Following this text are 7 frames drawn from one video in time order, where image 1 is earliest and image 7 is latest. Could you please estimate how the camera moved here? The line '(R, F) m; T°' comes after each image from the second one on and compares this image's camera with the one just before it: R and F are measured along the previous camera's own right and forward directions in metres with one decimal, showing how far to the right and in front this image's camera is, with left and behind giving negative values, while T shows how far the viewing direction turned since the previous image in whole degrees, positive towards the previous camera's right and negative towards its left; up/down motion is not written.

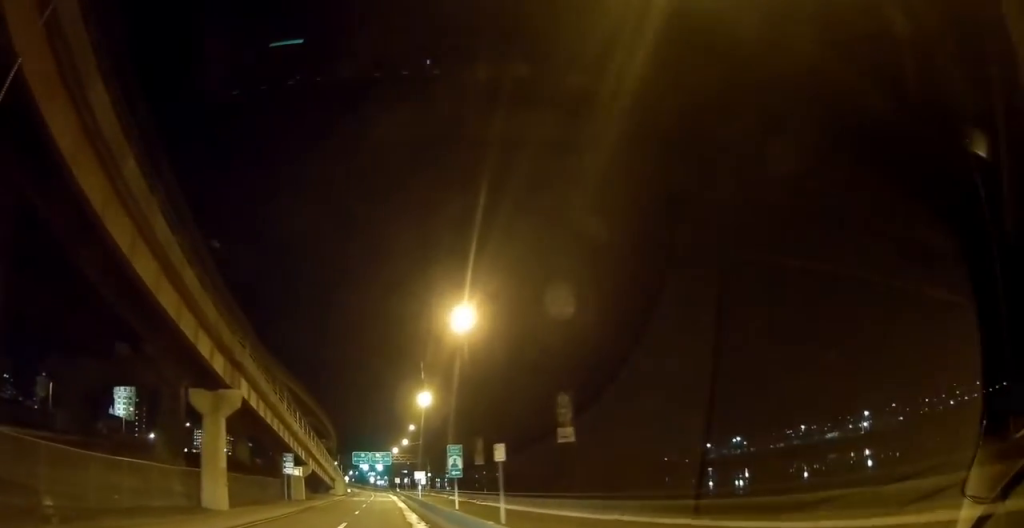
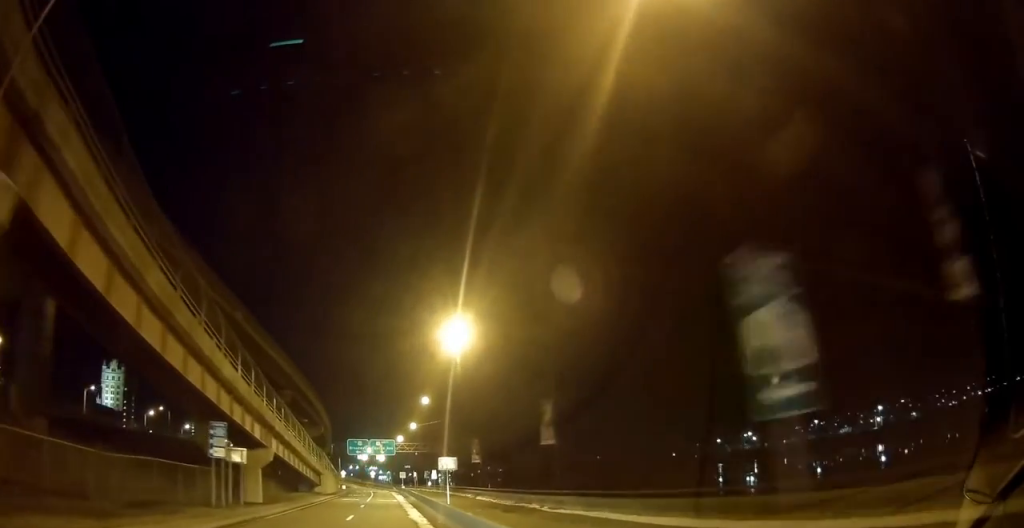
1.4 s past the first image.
(+0.8, +20.7) m; +4°
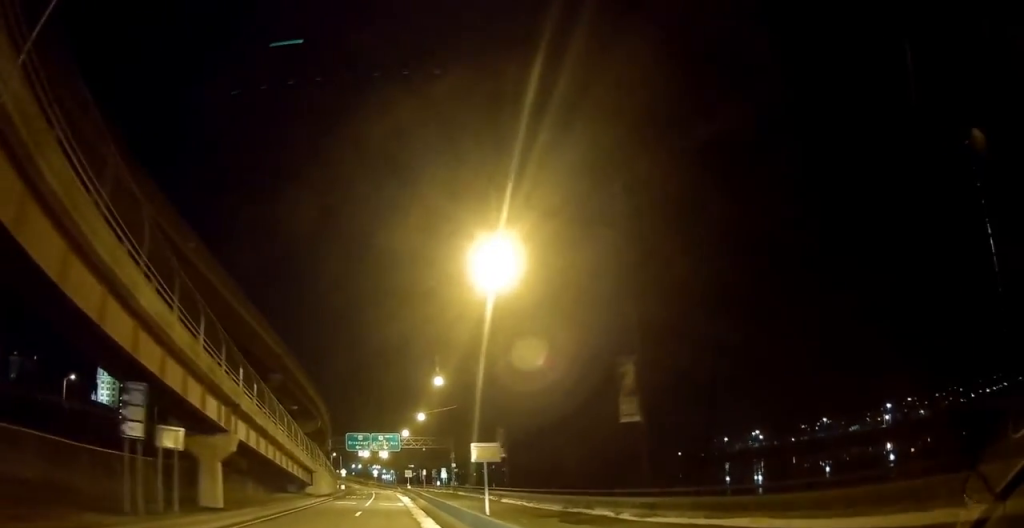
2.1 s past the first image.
(0.0, +9.9) m; 0°
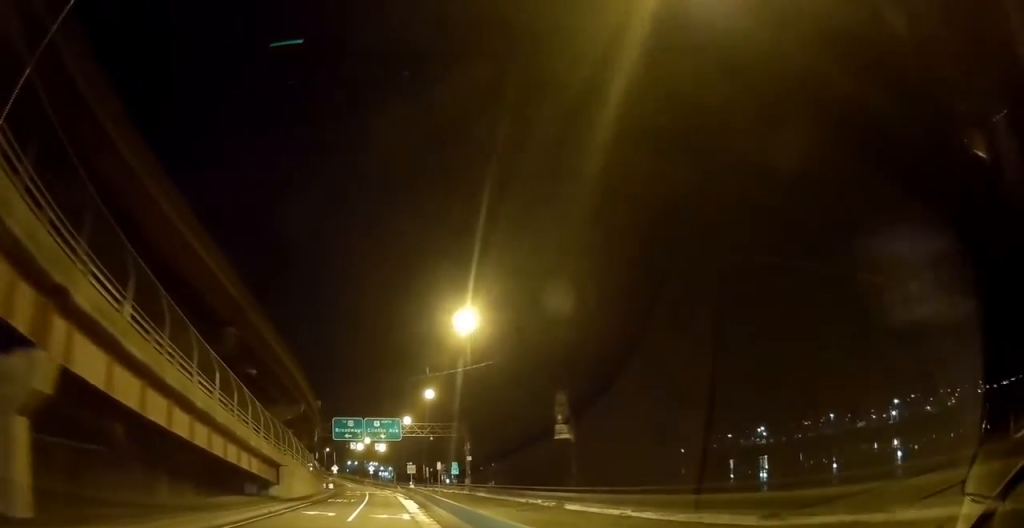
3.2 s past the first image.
(-0.3, +16.2) m; -1°
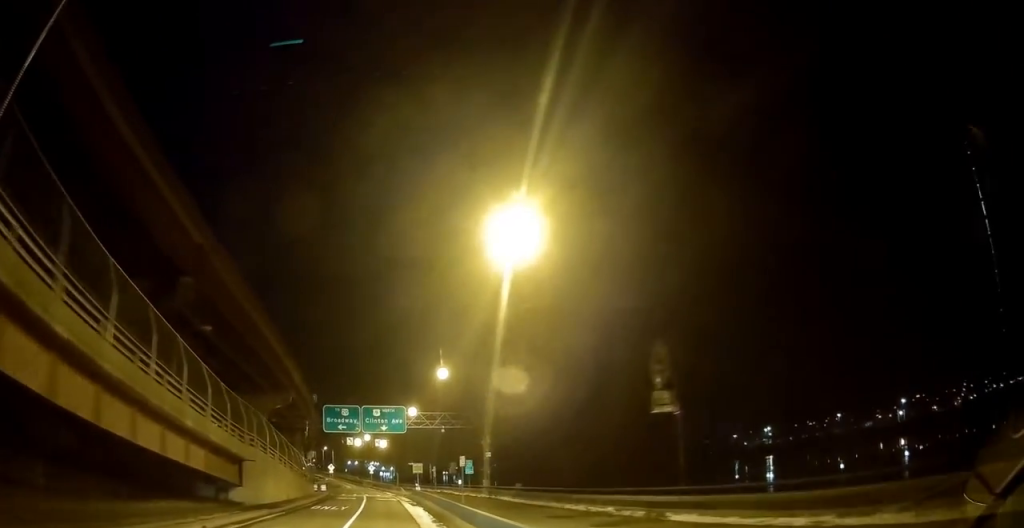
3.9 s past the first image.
(0.0, +11.0) m; 0°
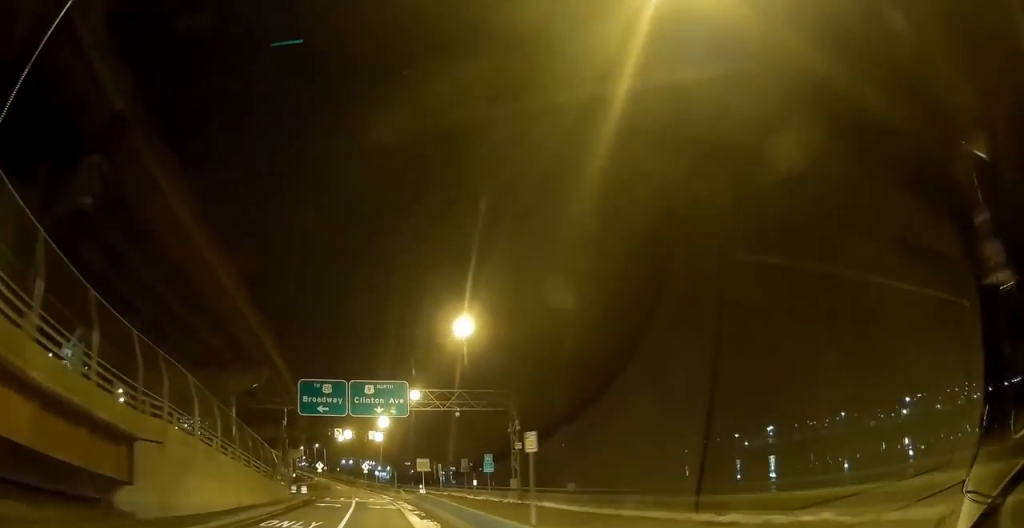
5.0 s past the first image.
(0.0, +13.5) m; -1°
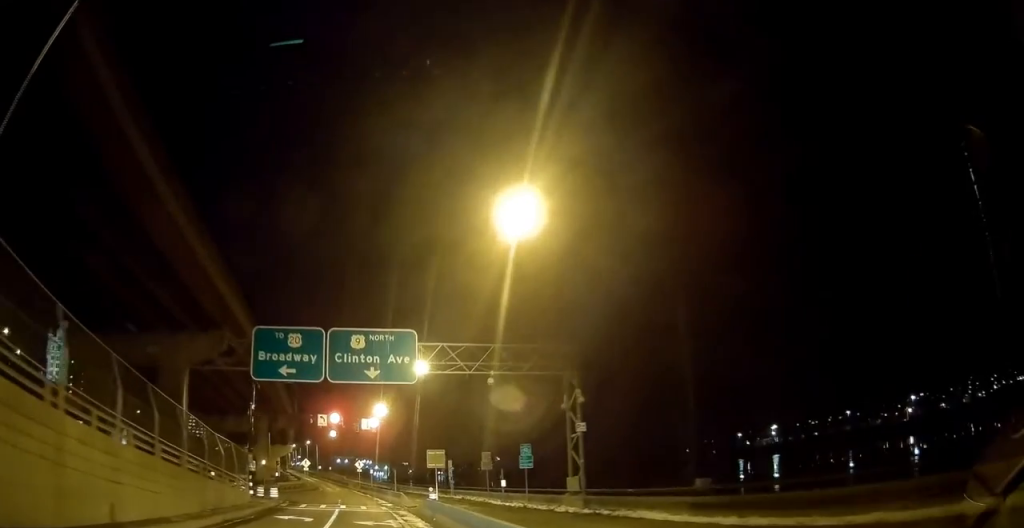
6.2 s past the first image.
(-0.4, +13.9) m; -2°
